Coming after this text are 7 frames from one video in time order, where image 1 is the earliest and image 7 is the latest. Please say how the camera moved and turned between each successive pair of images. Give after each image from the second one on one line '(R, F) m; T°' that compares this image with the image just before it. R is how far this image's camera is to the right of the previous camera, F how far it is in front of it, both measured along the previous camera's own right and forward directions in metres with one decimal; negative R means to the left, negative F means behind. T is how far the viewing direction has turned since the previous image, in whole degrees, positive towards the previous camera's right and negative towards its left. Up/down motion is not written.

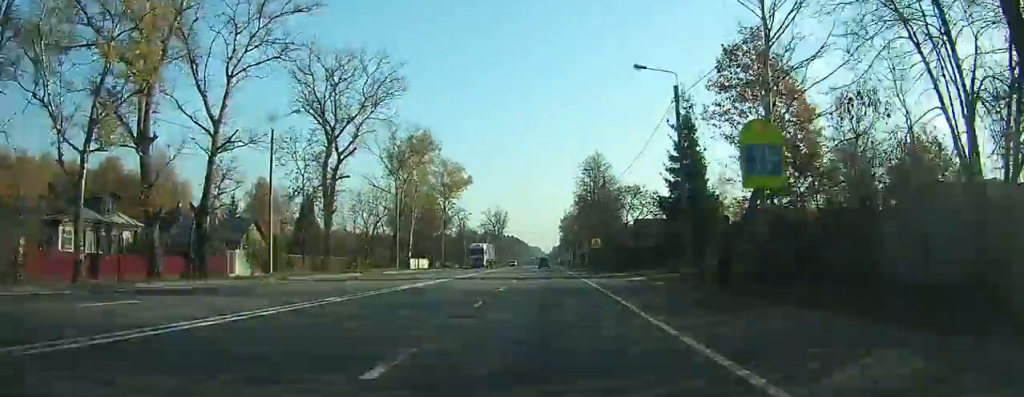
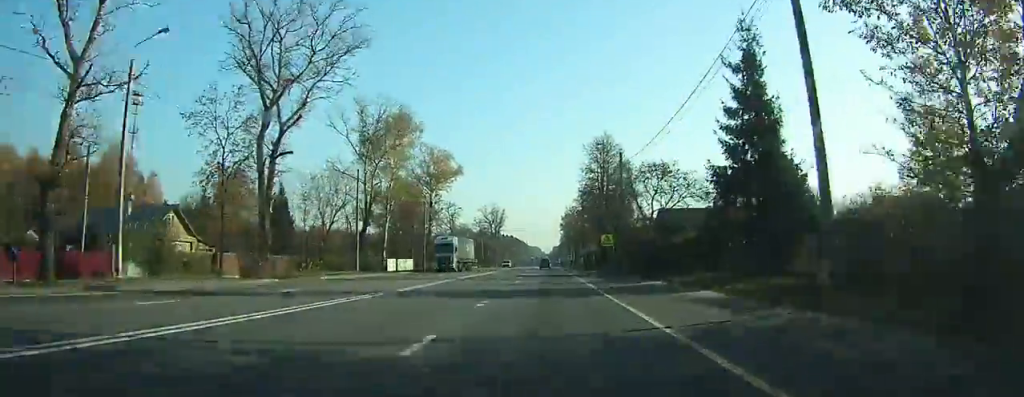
(0.0, +14.2) m; 0°
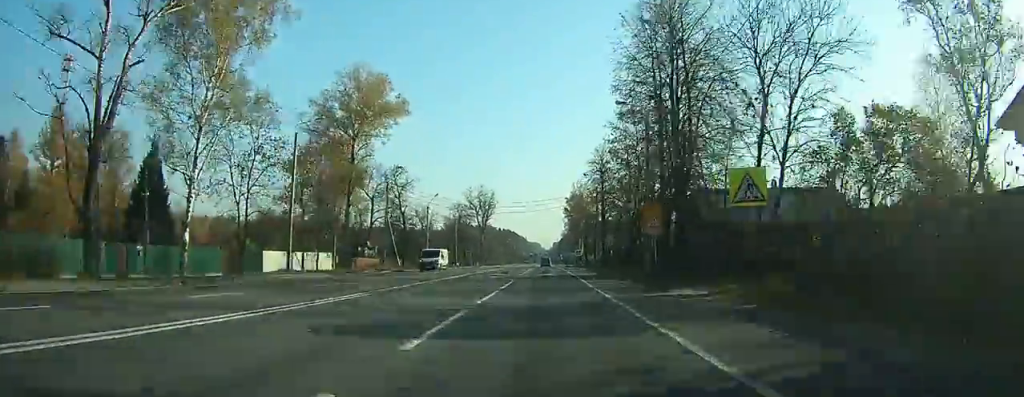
(0.0, +43.2) m; 0°
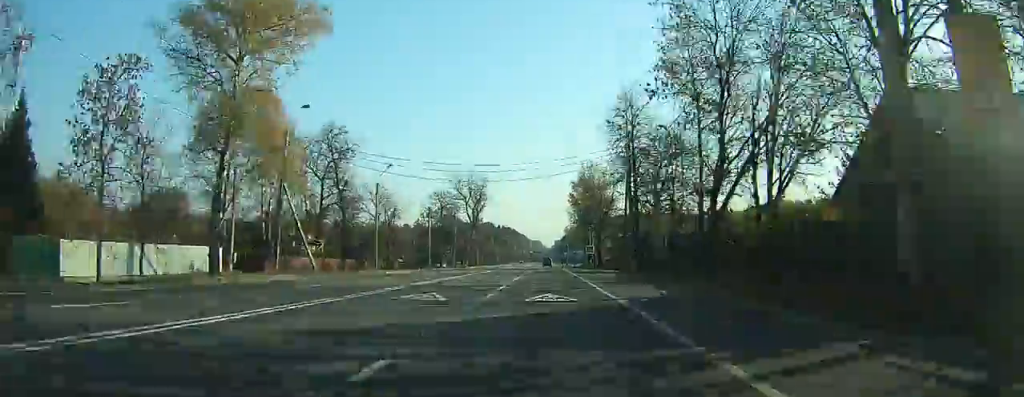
(0.0, +25.5) m; 0°
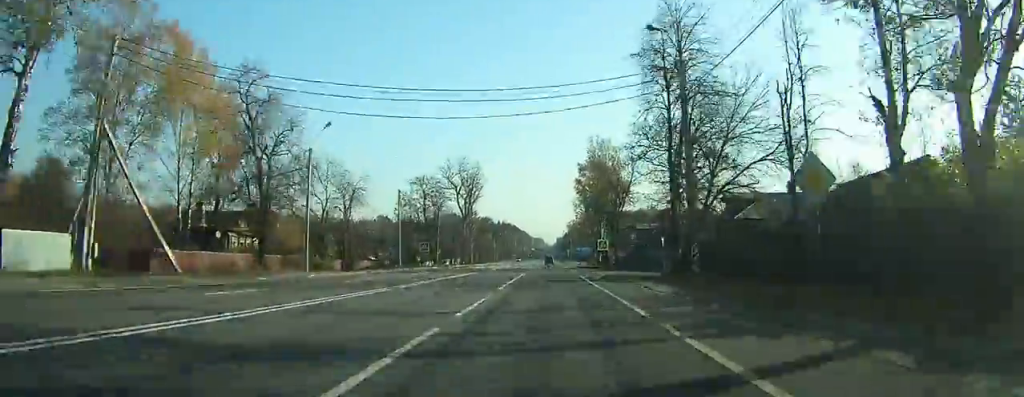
(+0.1, +17.9) m; 0°
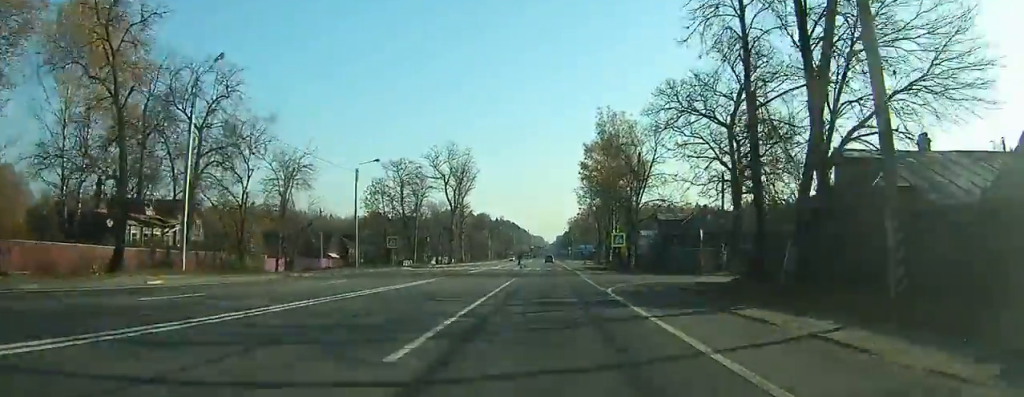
(-0.1, +15.6) m; 0°
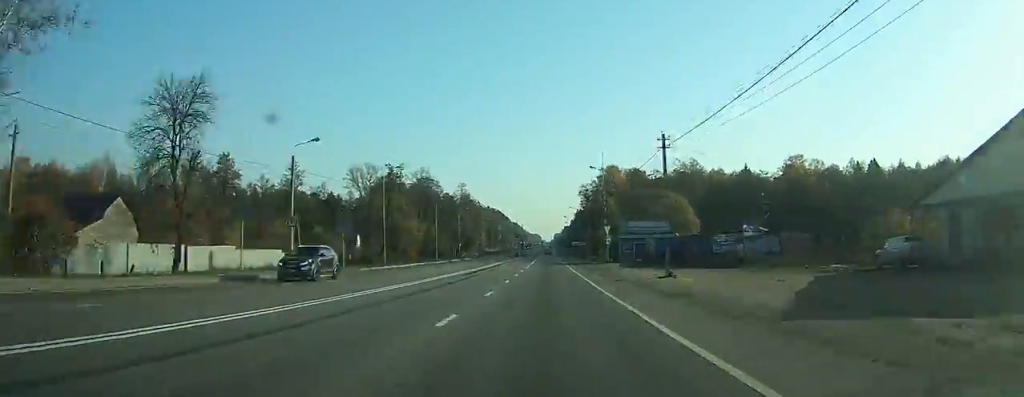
(-0.1, +125.1) m; 0°
